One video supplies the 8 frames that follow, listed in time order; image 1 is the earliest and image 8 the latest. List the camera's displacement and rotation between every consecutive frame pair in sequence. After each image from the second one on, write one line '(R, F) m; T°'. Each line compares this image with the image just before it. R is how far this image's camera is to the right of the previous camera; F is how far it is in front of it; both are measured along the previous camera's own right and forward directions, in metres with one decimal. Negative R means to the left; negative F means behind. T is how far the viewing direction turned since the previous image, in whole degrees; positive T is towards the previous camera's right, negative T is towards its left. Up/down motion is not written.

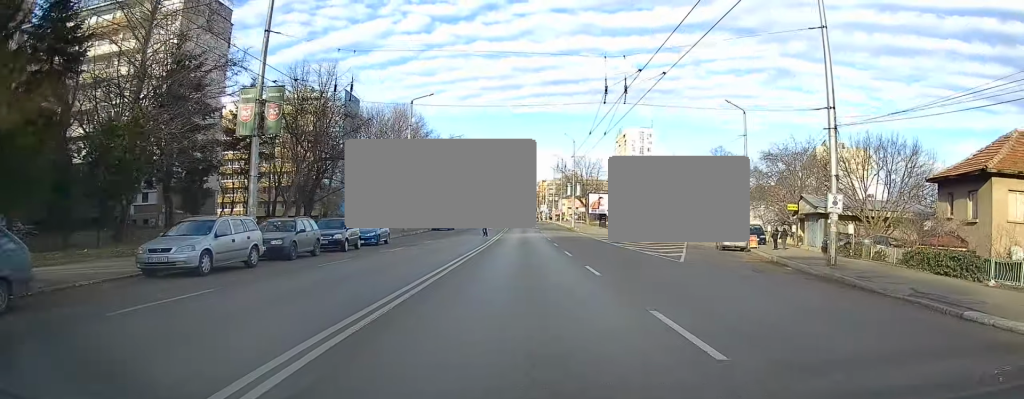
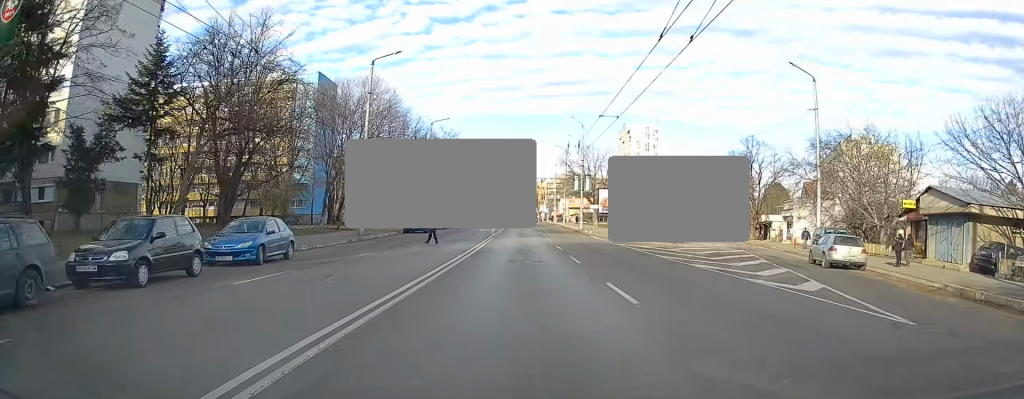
(-0.3, +13.5) m; -1°
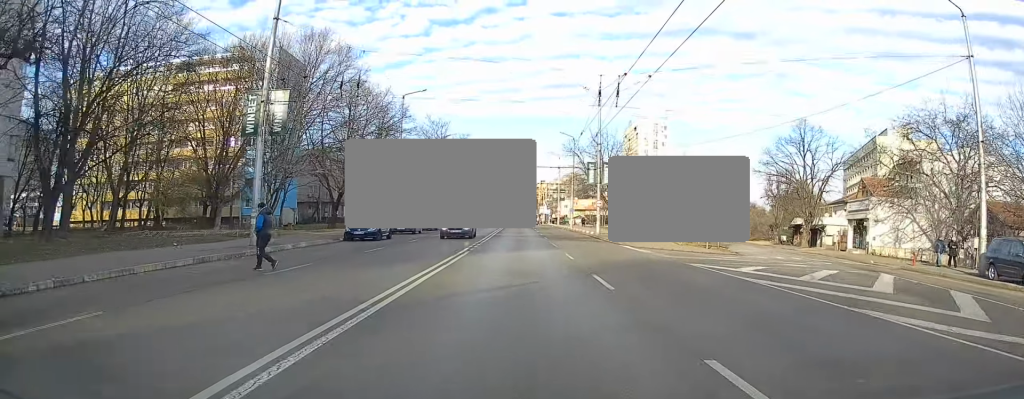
(+0.1, +15.5) m; +1°
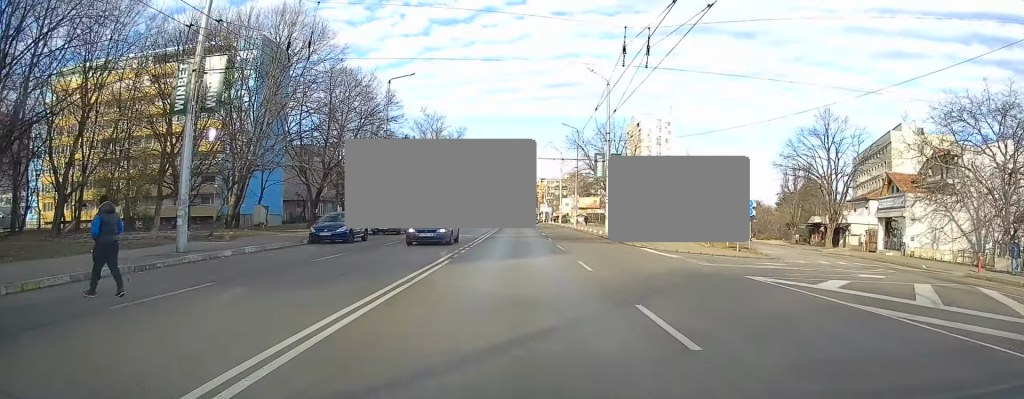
(0.0, +5.8) m; +1°
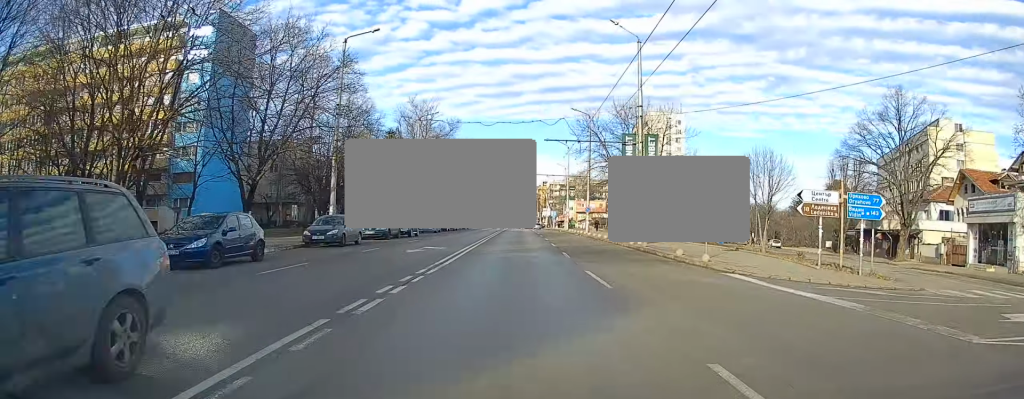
(+0.2, +12.7) m; +1°
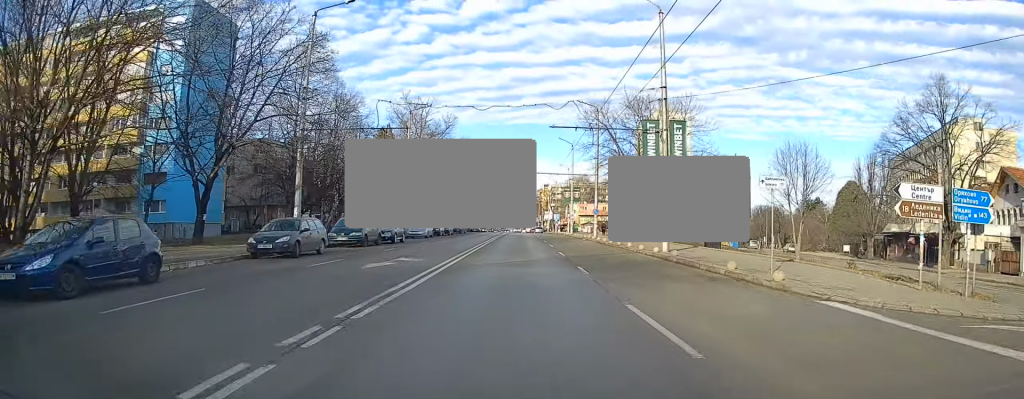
(+0.2, +5.5) m; 0°
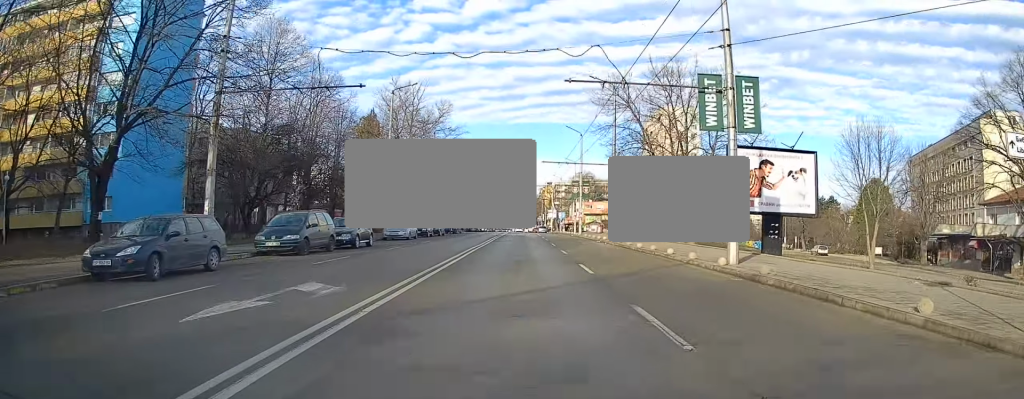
(-0.3, +9.0) m; -1°
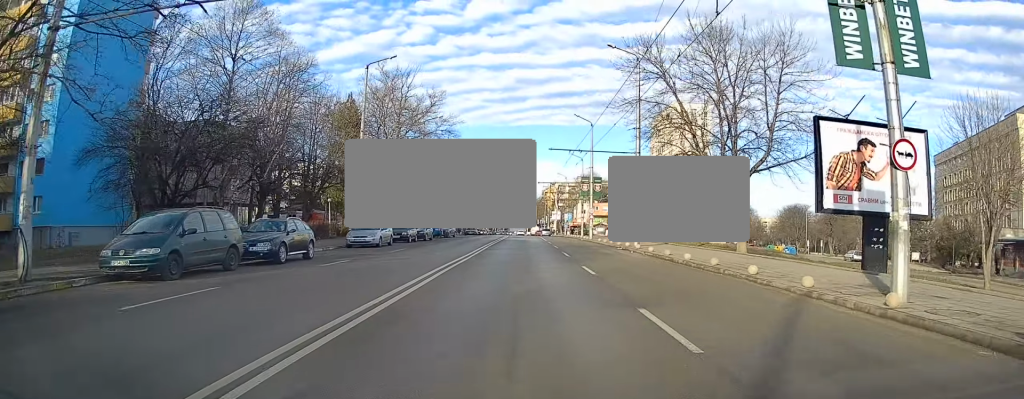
(-0.1, +8.8) m; 0°
